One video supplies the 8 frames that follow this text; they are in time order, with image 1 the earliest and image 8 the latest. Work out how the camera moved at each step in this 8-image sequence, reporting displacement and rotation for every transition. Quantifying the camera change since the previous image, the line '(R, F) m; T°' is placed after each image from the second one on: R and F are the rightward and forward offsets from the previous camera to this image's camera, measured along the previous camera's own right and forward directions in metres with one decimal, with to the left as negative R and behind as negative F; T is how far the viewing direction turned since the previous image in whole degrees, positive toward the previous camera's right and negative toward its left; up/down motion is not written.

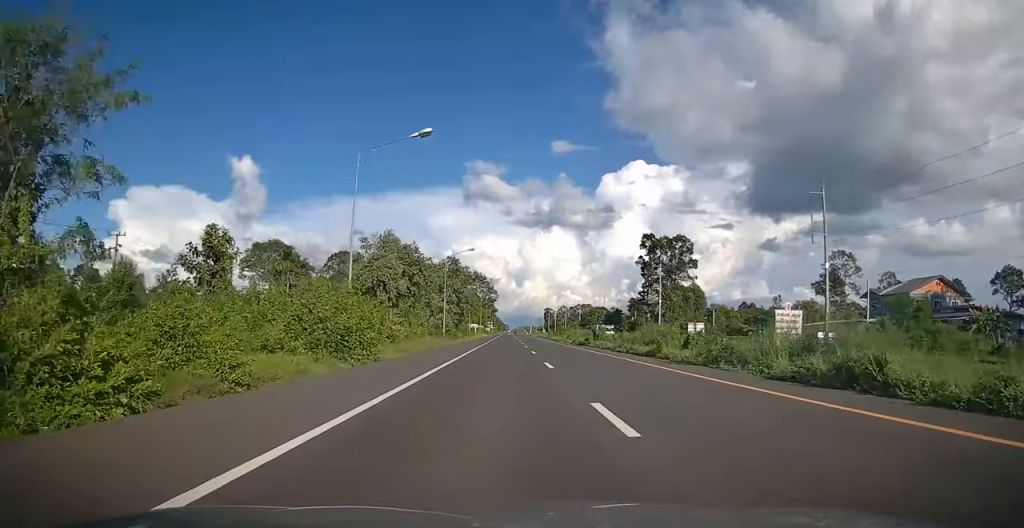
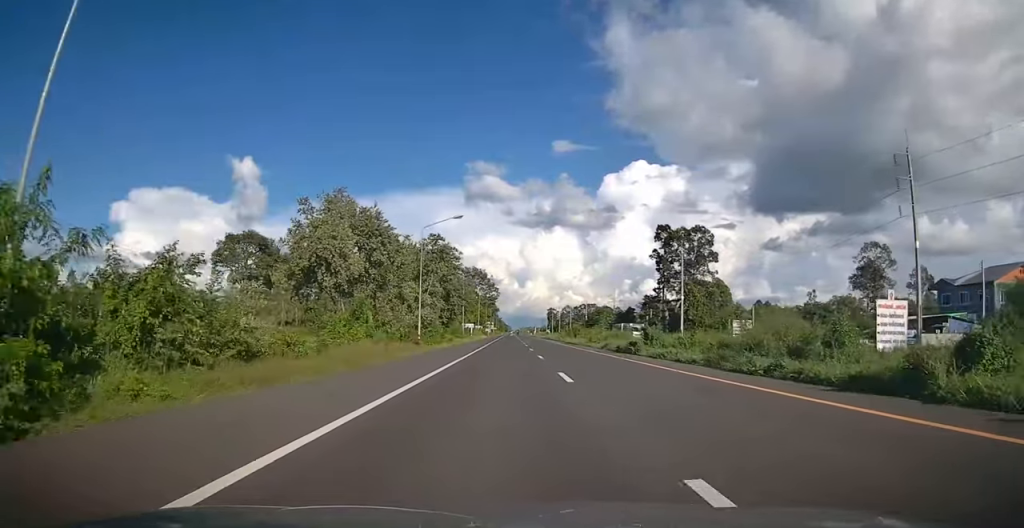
(0.0, +17.0) m; 0°
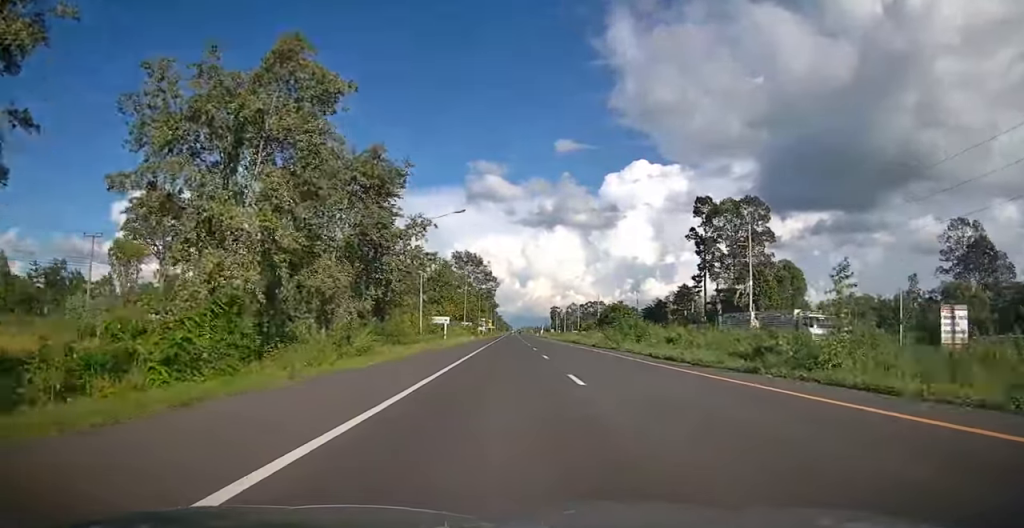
(-0.1, +36.7) m; 0°
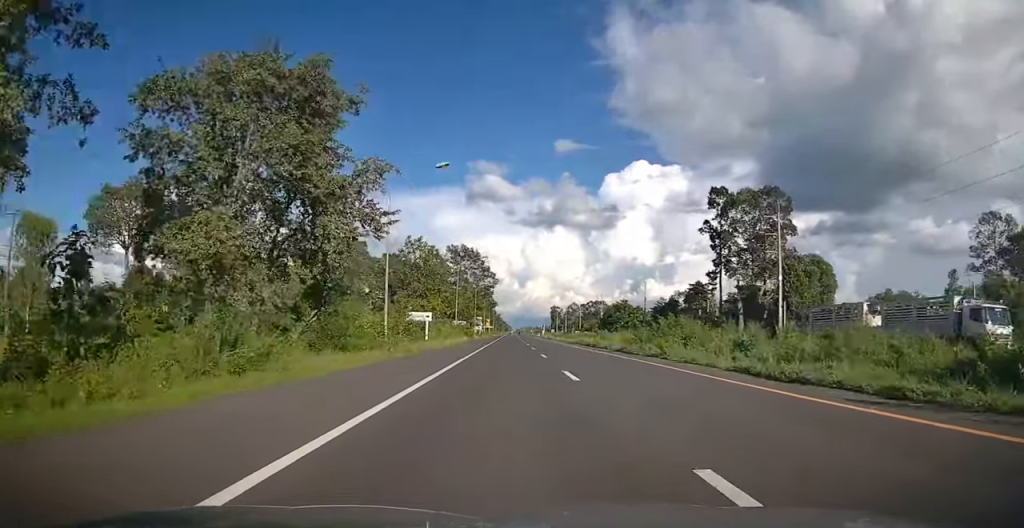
(0.0, +10.8) m; 0°
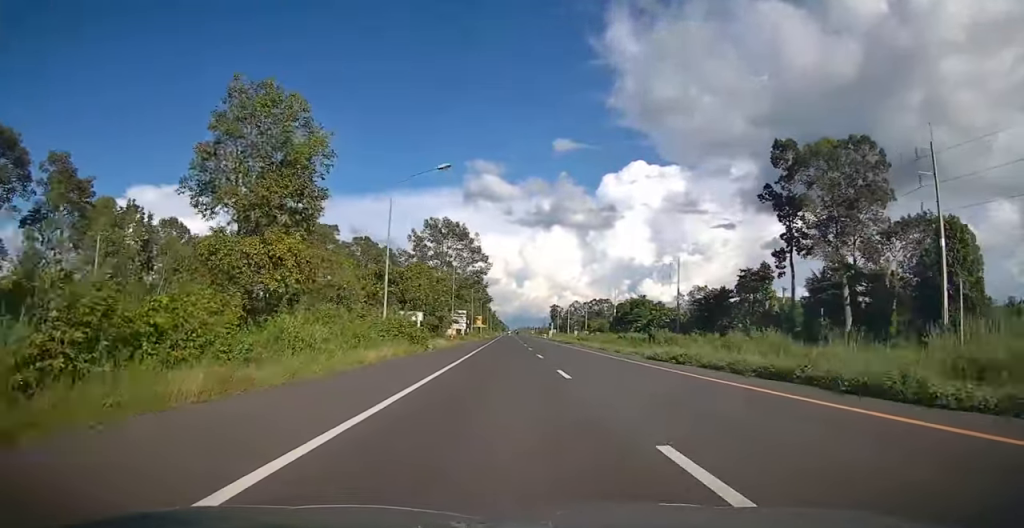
(-0.1, +34.9) m; 0°
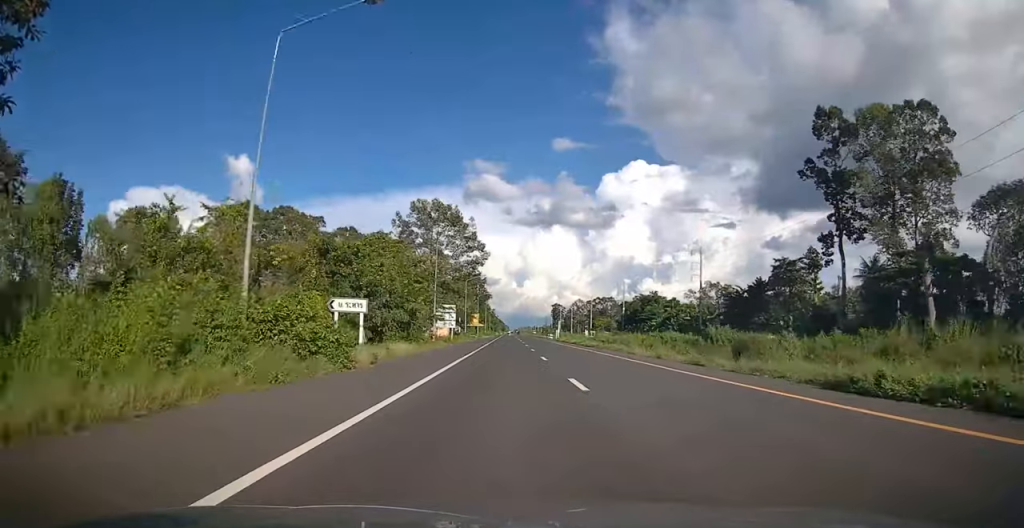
(0.0, +15.4) m; 0°
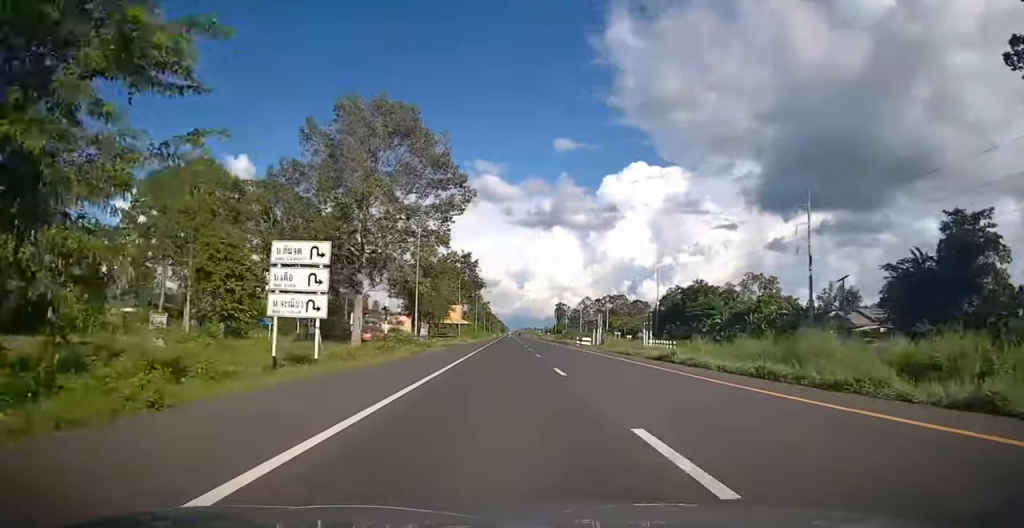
(+0.1, +43.4) m; 0°
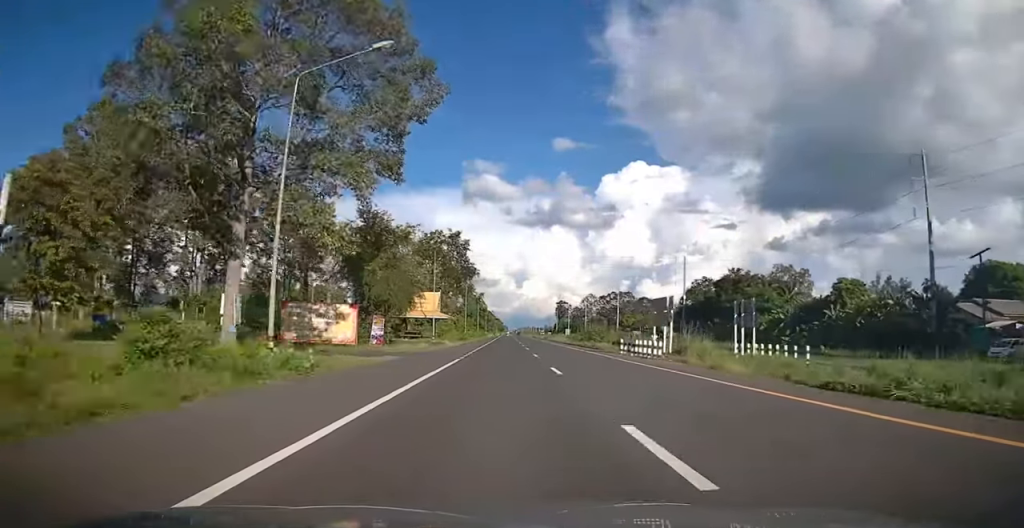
(0.0, +23.7) m; 0°
